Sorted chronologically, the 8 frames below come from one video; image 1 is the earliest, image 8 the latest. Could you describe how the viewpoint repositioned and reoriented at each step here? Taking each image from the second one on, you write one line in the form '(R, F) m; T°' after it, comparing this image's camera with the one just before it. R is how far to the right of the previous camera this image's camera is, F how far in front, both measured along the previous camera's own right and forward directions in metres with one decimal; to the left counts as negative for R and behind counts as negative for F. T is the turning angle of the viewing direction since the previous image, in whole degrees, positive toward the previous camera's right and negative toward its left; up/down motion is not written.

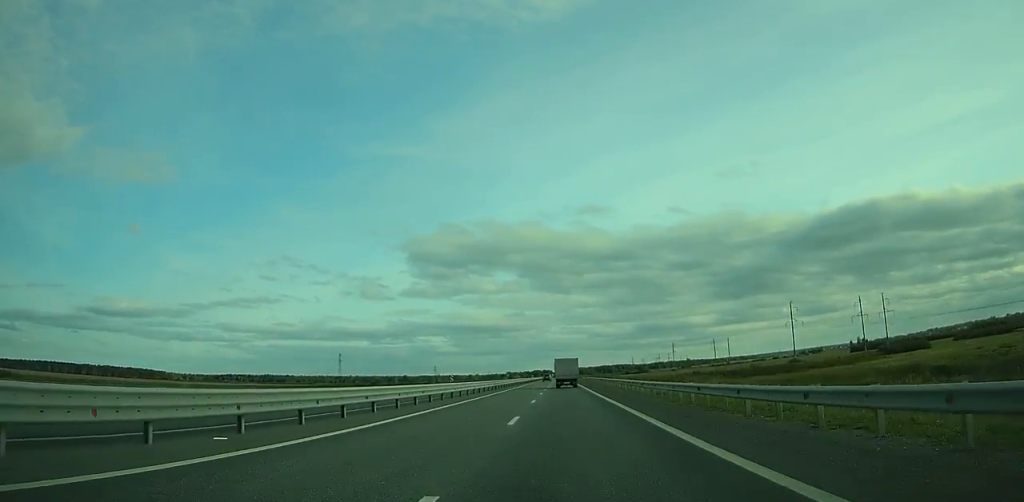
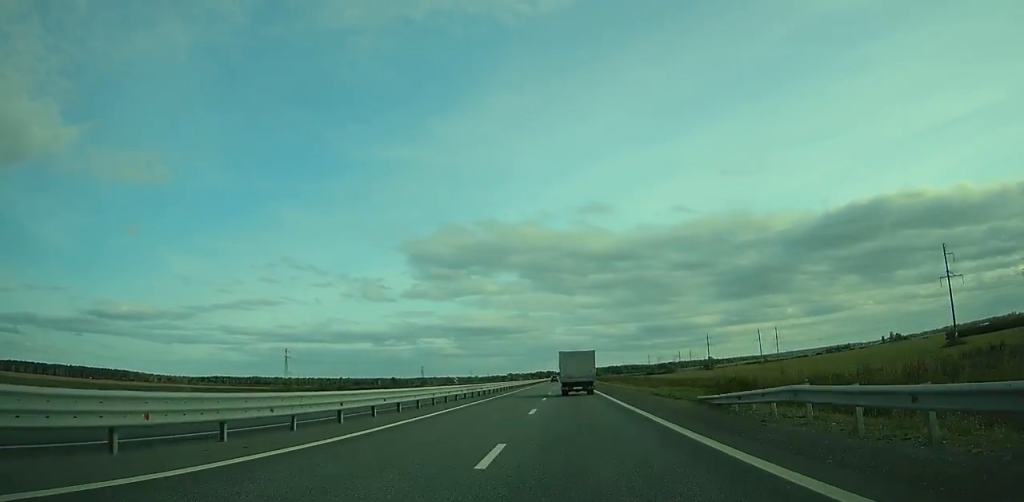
(-0.1, +102.9) m; 0°
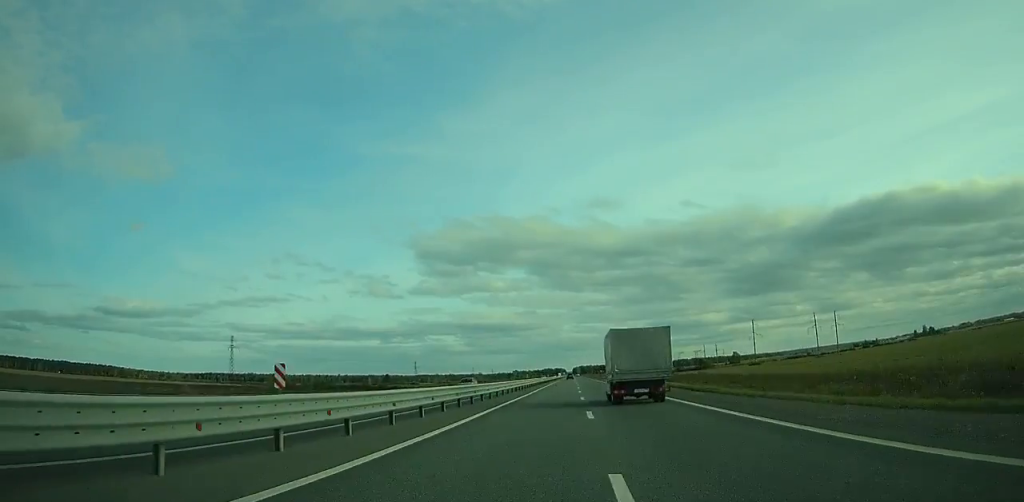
(-0.4, +76.4) m; 0°
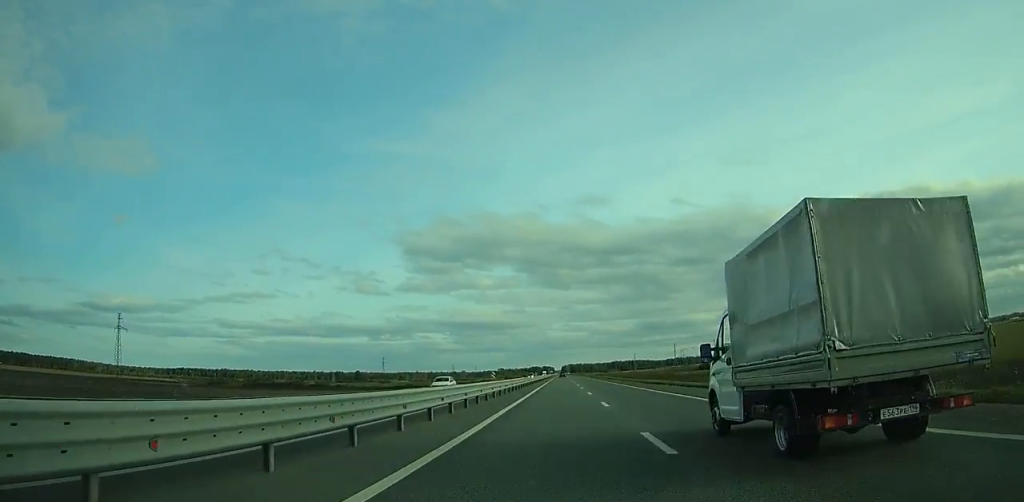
(-0.1, +79.6) m; 0°
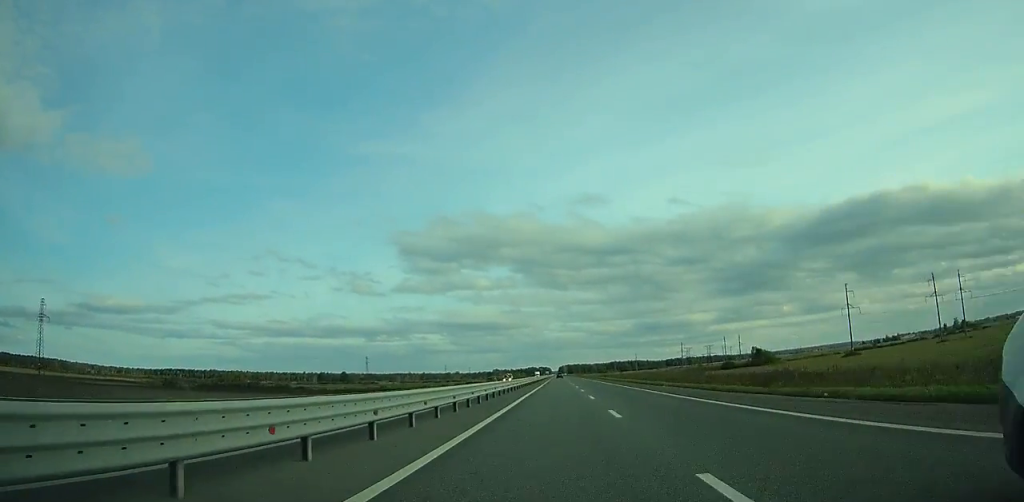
(+0.3, +41.5) m; 0°
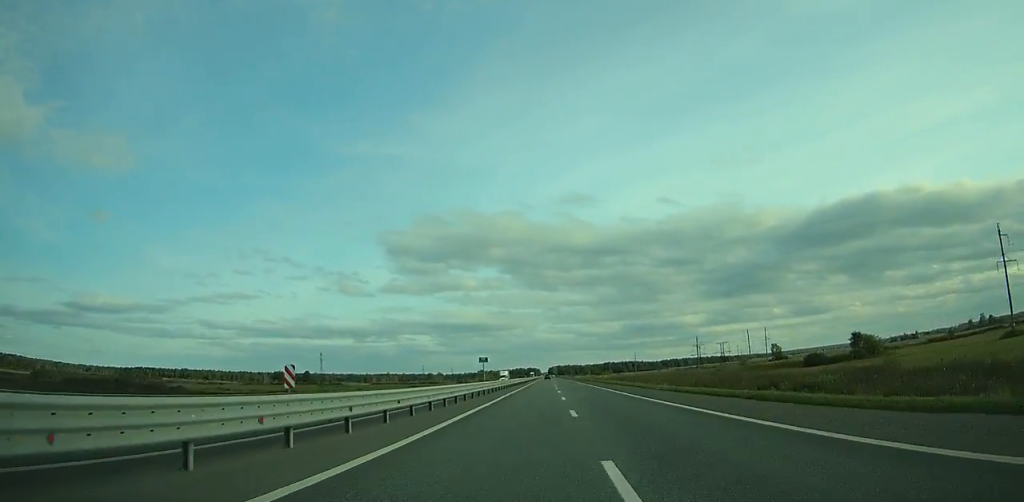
(+0.7, +83.1) m; +1°
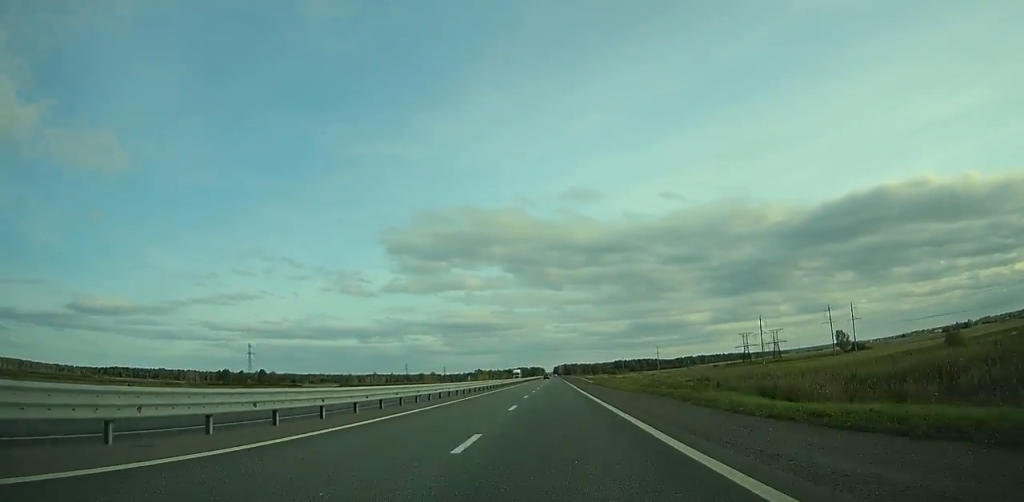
(+0.6, +113.7) m; 0°
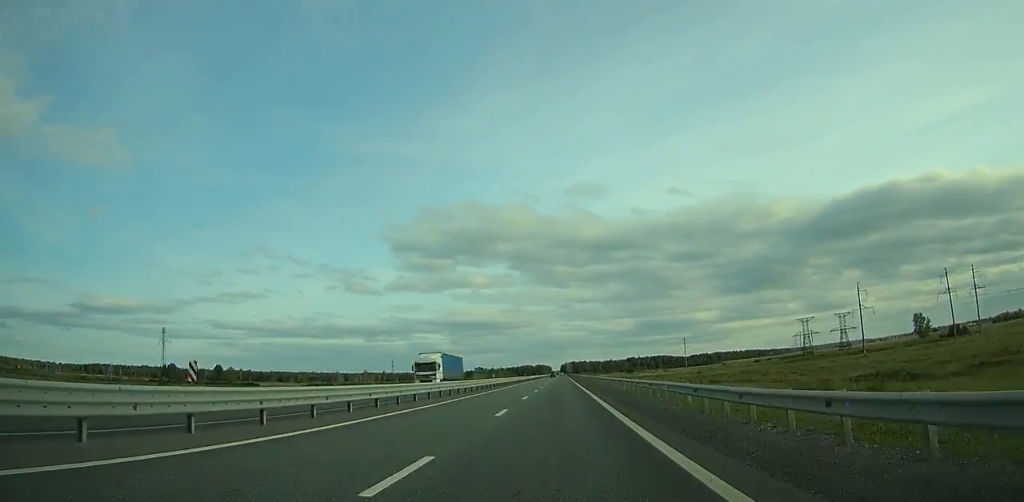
(-0.4, +87.2) m; -1°
